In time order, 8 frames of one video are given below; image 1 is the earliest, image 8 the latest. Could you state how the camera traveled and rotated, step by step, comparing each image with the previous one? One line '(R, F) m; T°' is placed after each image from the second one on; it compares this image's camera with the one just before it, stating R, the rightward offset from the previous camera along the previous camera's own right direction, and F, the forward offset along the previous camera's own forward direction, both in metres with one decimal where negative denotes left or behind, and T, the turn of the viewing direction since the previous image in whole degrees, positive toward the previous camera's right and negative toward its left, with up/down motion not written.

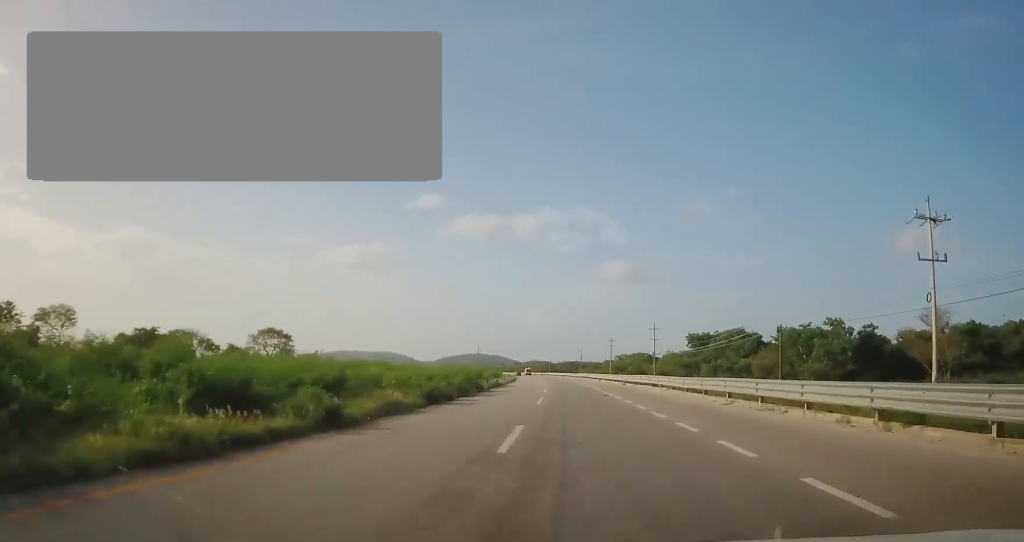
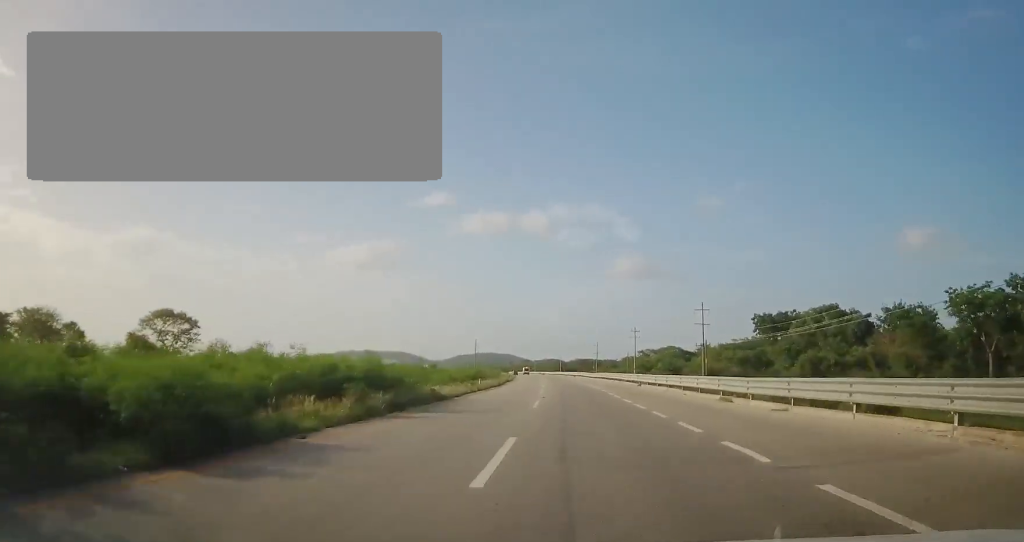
(-0.2, +33.2) m; 0°
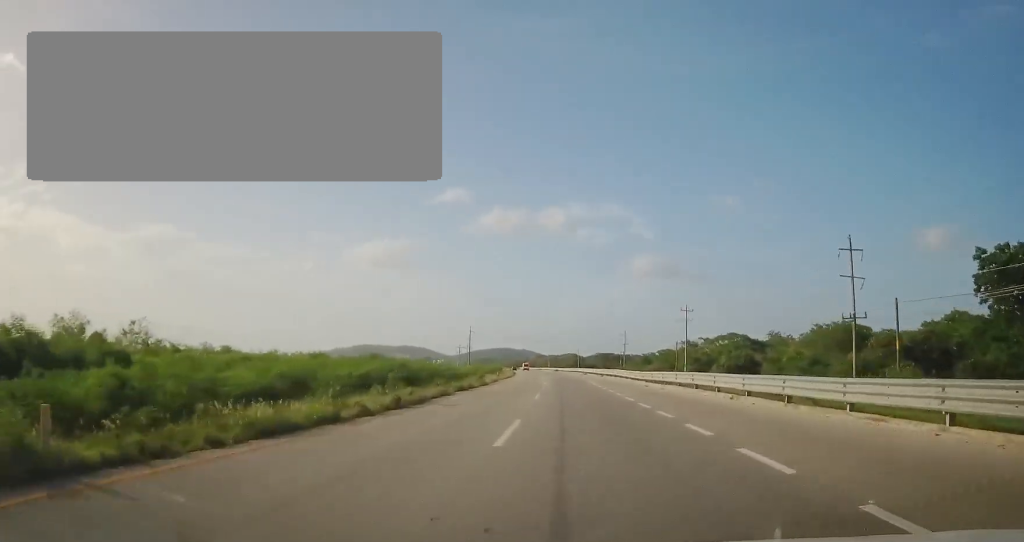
(-0.4, +41.6) m; -1°
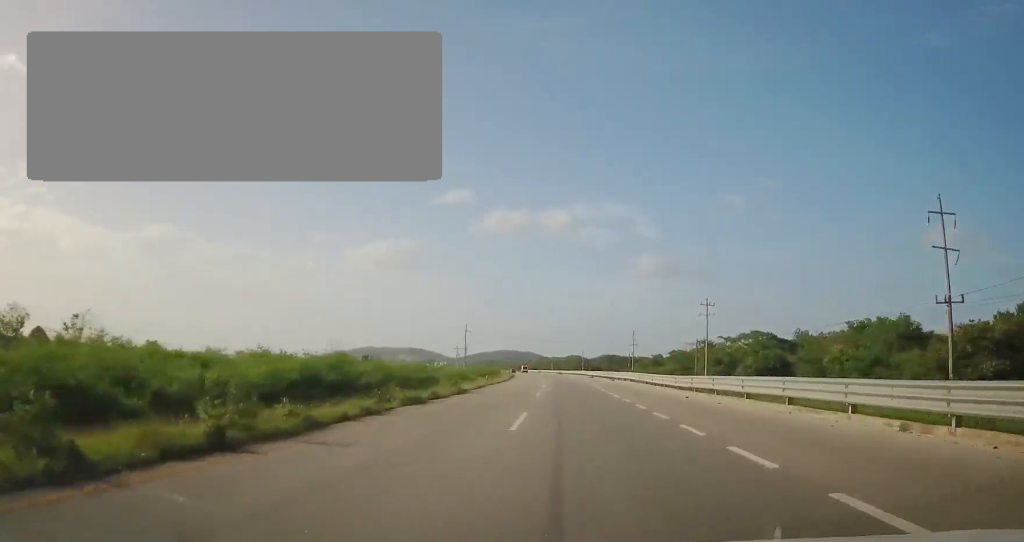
(-0.1, +11.6) m; 0°
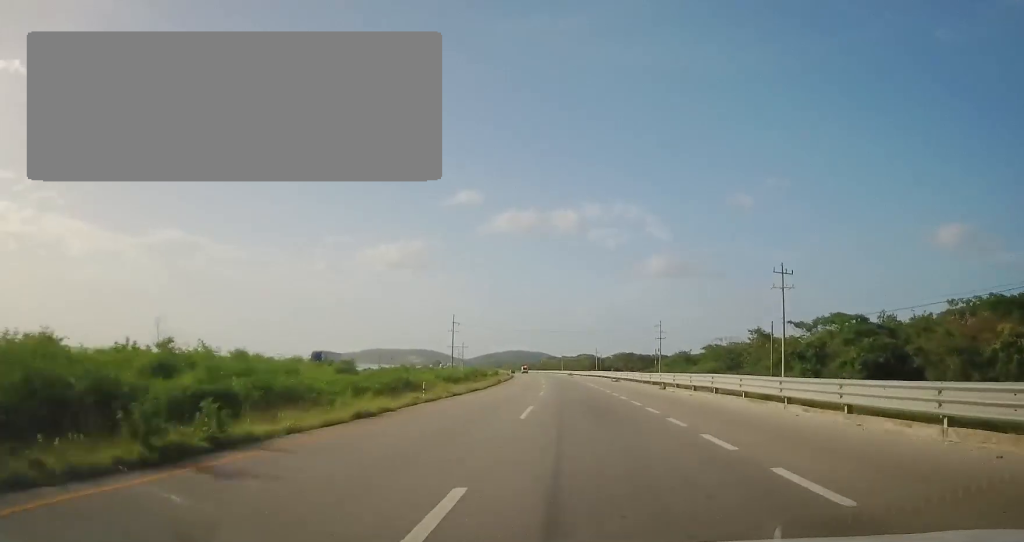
(0.0, +26.5) m; -1°
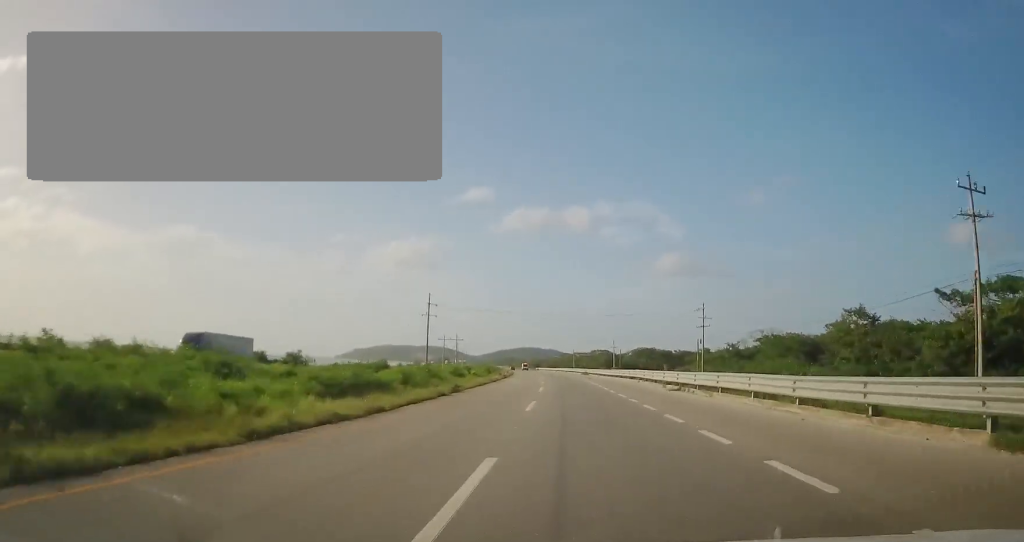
(-0.5, +27.9) m; -3°
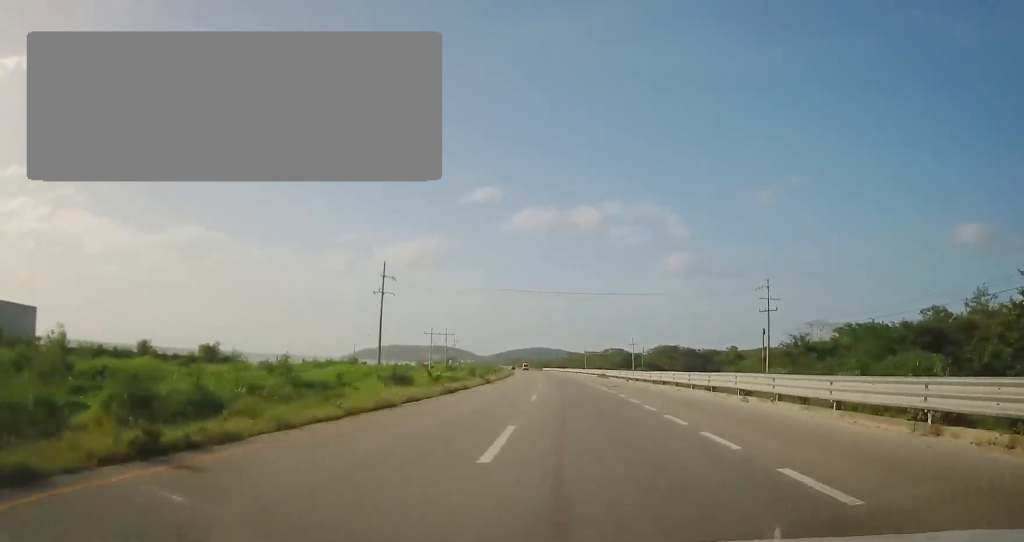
(-0.8, +25.1) m; -1°
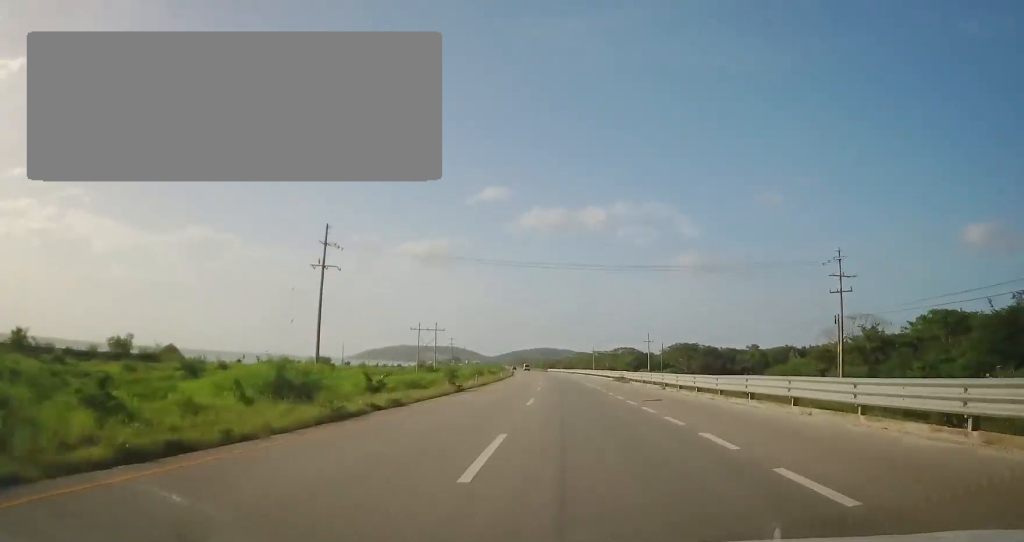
(-0.1, +16.3) m; 0°
